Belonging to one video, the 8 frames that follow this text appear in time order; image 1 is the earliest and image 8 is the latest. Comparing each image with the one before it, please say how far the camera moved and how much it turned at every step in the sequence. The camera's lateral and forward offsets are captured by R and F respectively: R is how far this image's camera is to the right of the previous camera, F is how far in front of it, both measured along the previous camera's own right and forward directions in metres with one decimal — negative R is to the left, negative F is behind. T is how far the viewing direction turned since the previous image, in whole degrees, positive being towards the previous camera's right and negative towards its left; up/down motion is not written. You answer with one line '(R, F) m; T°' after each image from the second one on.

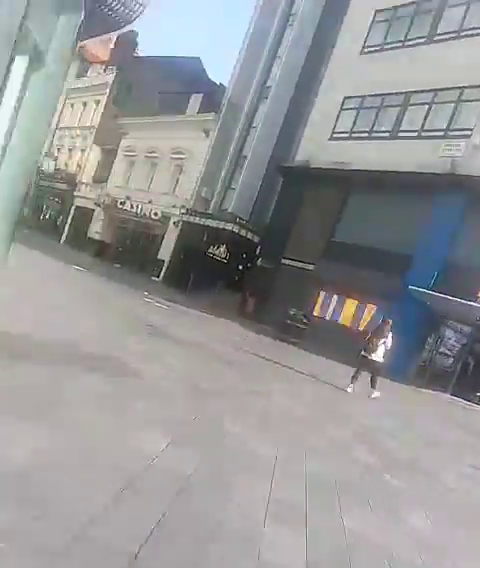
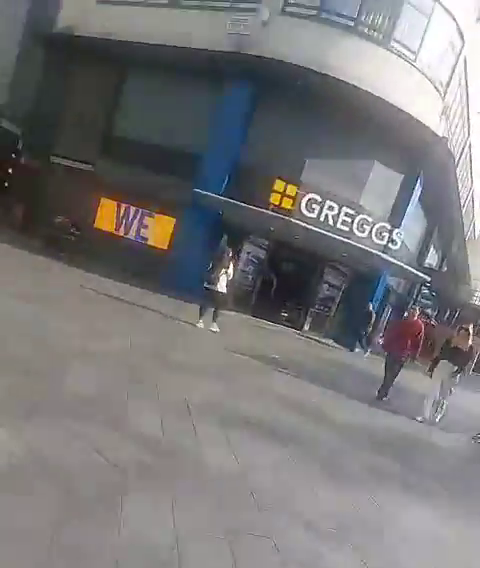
(0.0, +2.9) m; +1°
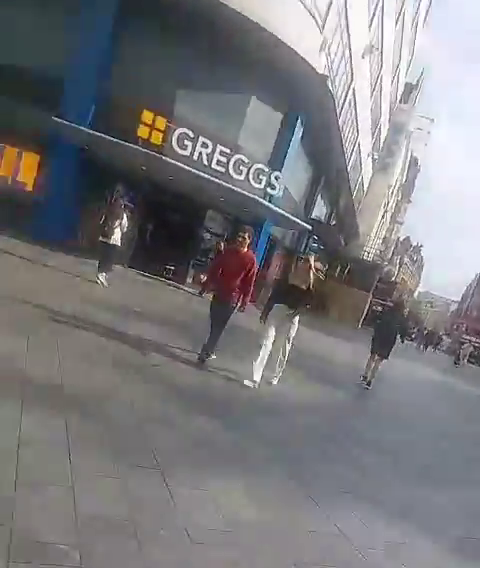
(0.0, +1.4) m; +4°
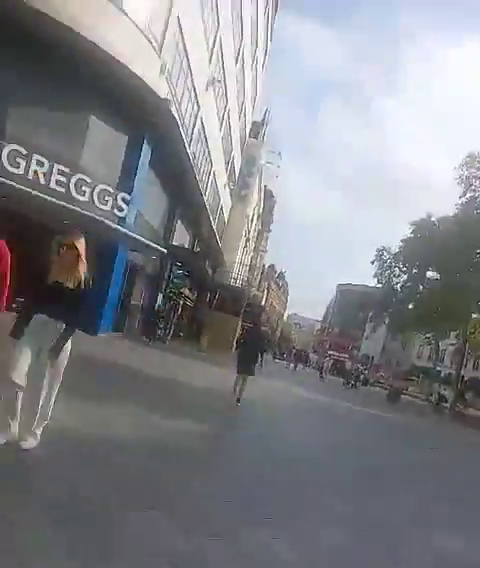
(0.0, +1.1) m; +4°
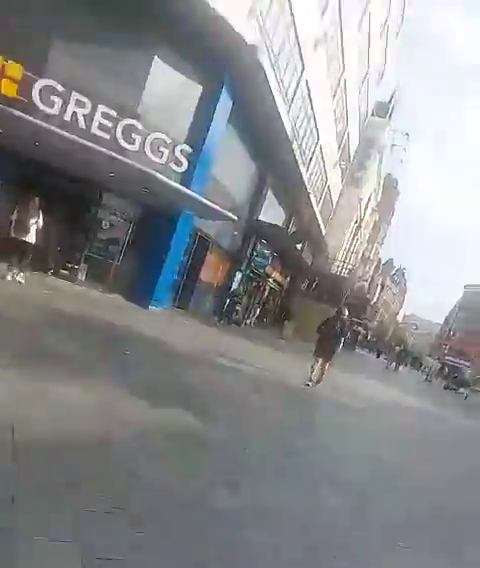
(+0.2, +2.1) m; +9°
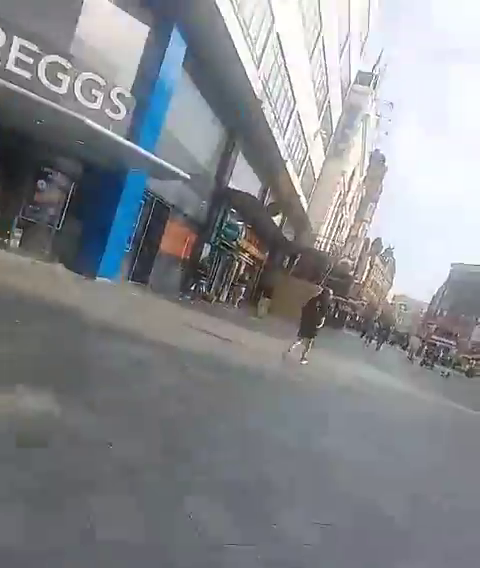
(+0.1, +1.4) m; +5°
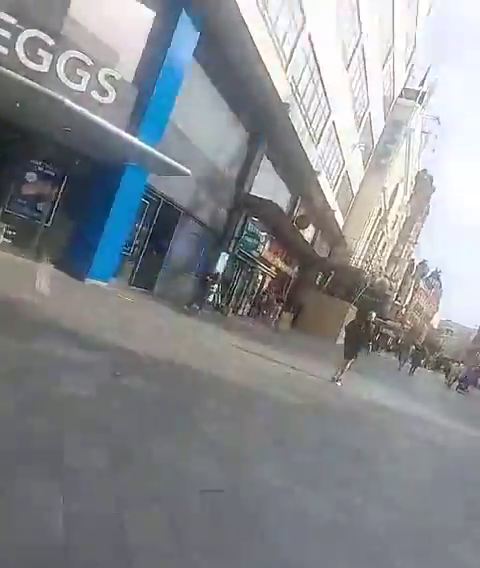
(+0.1, +1.3) m; +4°
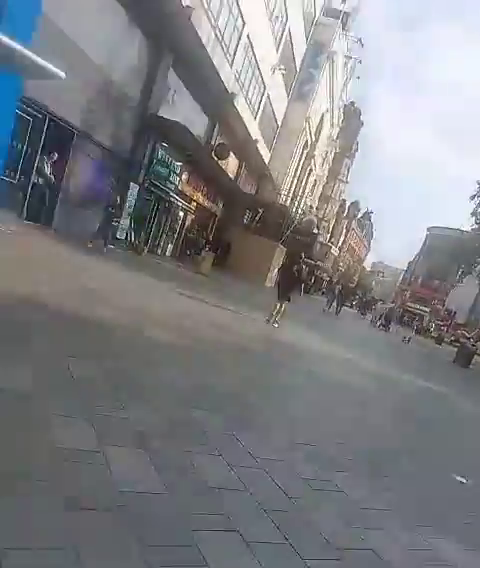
(0.0, +1.2) m; +3°
